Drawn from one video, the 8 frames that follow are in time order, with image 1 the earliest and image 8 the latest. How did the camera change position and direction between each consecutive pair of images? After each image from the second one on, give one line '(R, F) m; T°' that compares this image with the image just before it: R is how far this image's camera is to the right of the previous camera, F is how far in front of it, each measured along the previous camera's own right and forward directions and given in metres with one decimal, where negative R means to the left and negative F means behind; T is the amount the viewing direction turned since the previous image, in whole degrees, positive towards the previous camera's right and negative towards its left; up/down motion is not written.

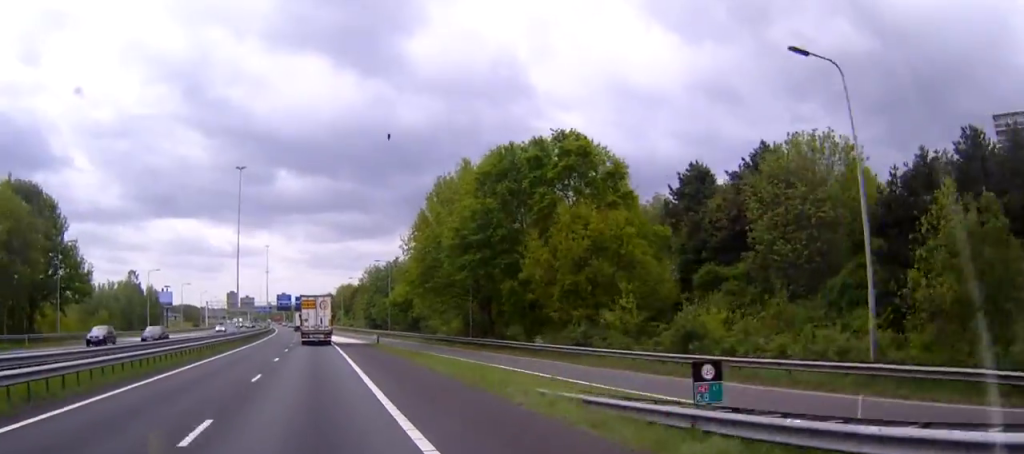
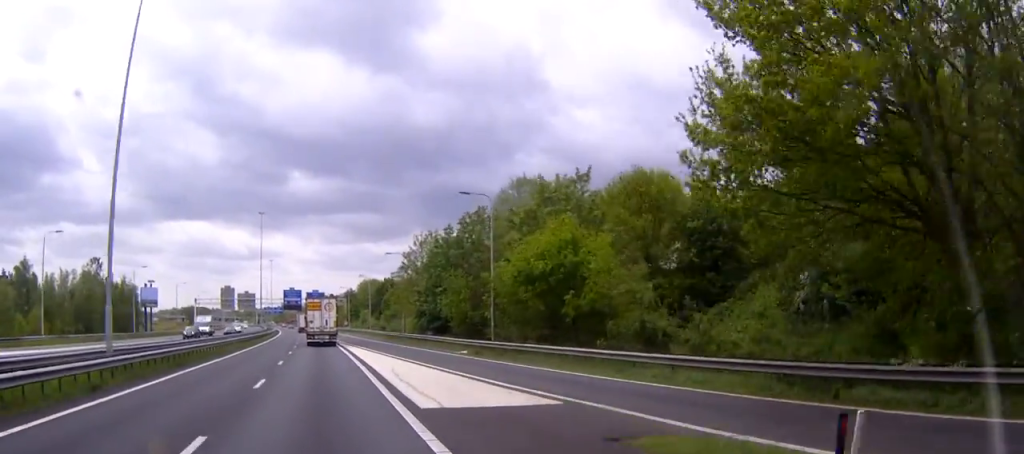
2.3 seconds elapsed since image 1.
(-0.5, +51.4) m; -1°
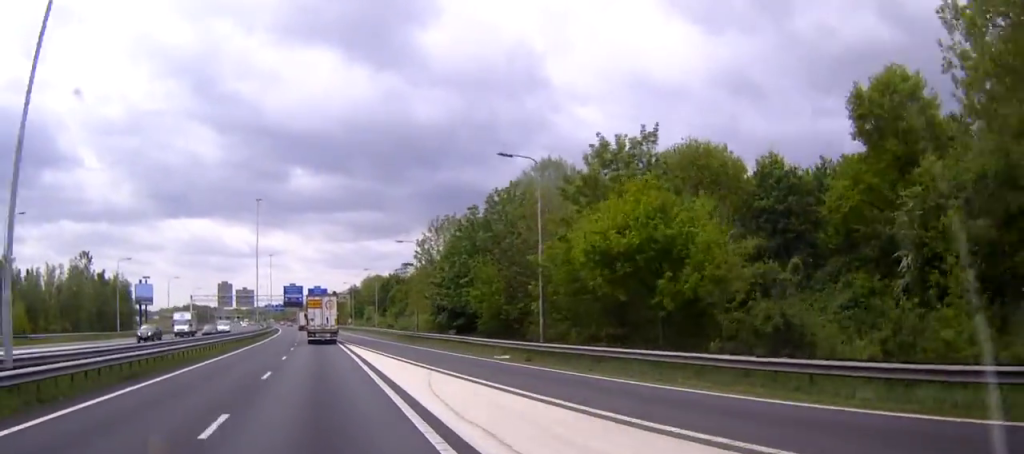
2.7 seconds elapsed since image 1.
(0.0, +9.7) m; 0°
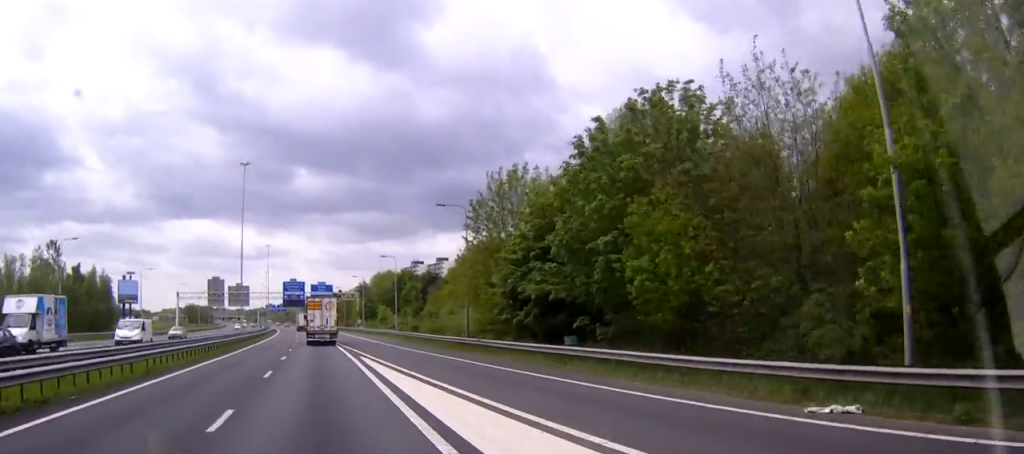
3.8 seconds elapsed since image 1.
(-0.1, +23.9) m; -1°
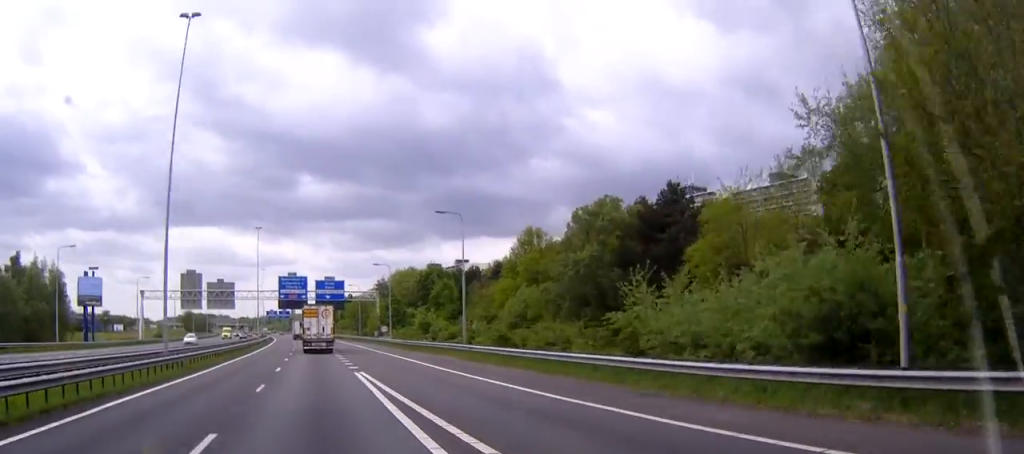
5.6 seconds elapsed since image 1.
(-0.5, +39.8) m; -1°
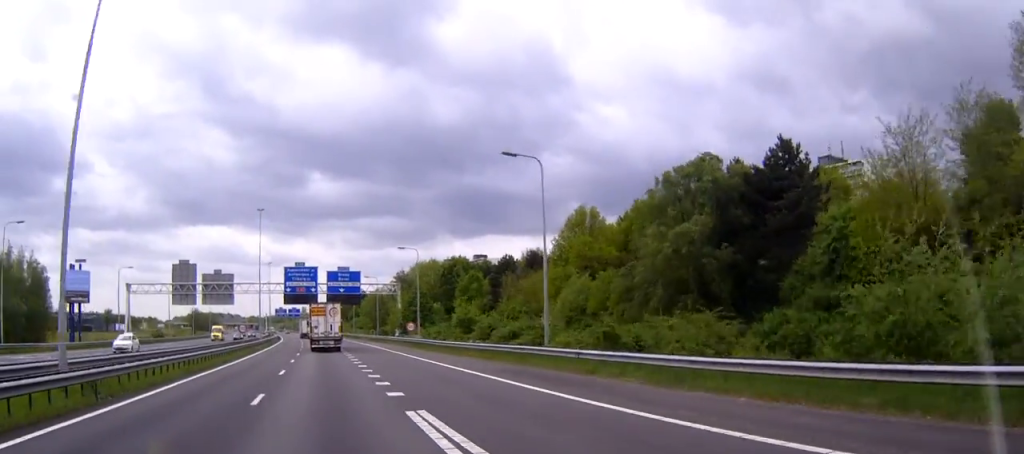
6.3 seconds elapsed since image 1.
(0.0, +16.4) m; 0°
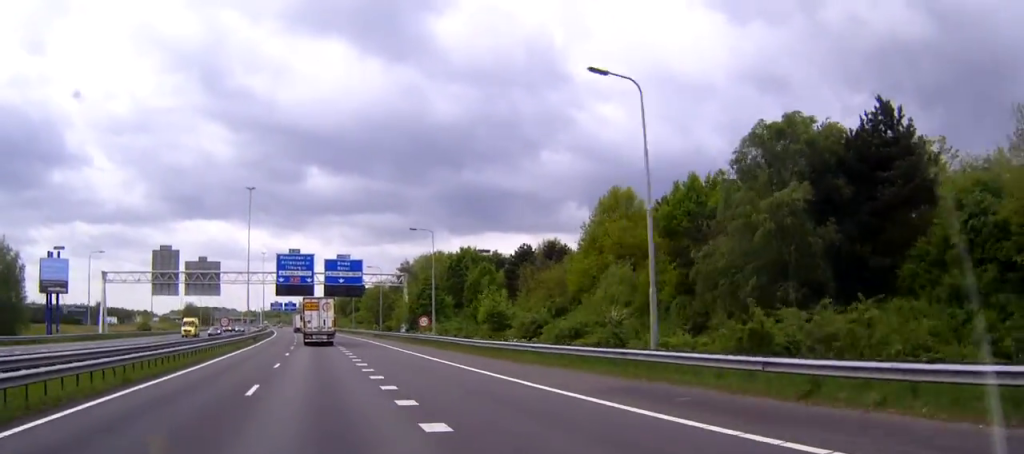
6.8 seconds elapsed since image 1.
(0.0, +11.8) m; 0°
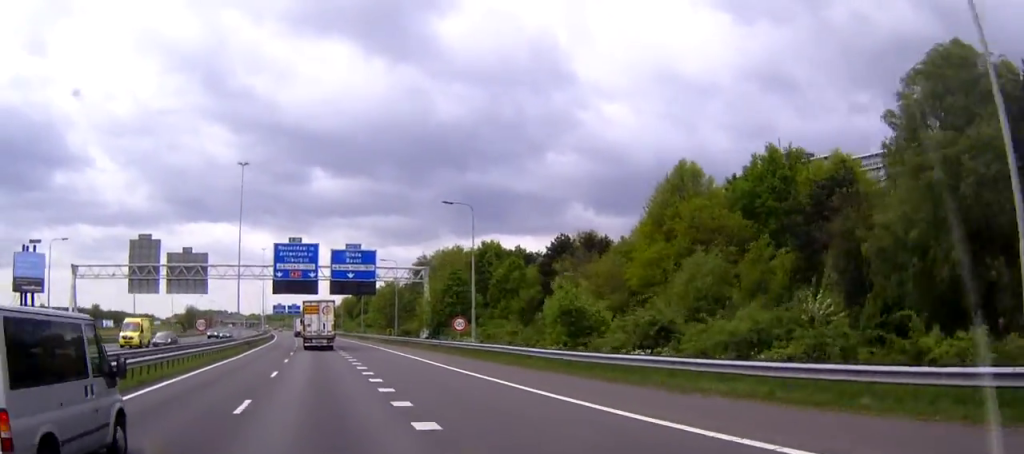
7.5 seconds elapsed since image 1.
(0.0, +14.7) m; 0°
